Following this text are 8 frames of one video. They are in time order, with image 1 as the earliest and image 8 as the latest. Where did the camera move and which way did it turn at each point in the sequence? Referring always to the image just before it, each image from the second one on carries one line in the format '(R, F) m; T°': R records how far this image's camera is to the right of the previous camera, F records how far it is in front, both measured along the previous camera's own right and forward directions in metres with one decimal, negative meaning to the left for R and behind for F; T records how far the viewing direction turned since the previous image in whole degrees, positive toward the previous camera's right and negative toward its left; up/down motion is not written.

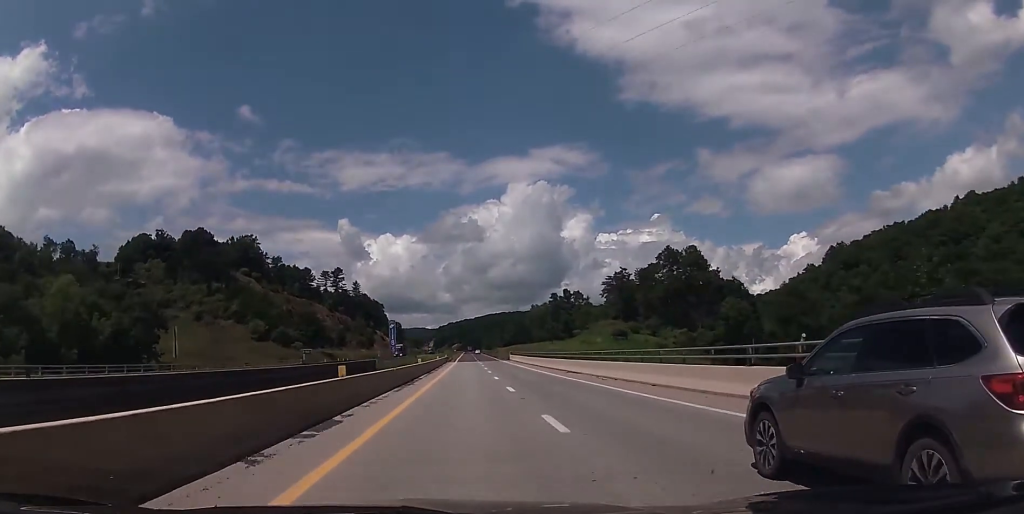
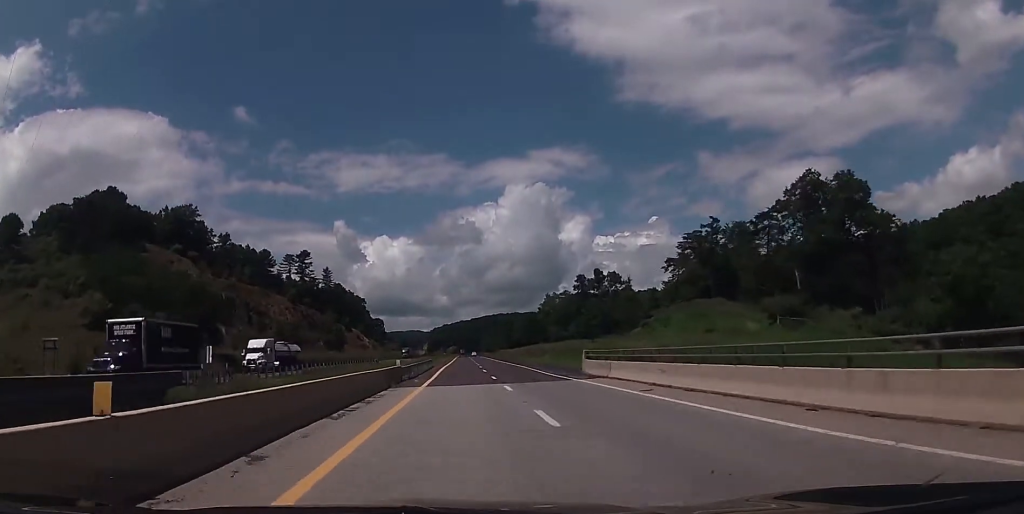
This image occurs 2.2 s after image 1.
(-0.3, +74.3) m; -1°
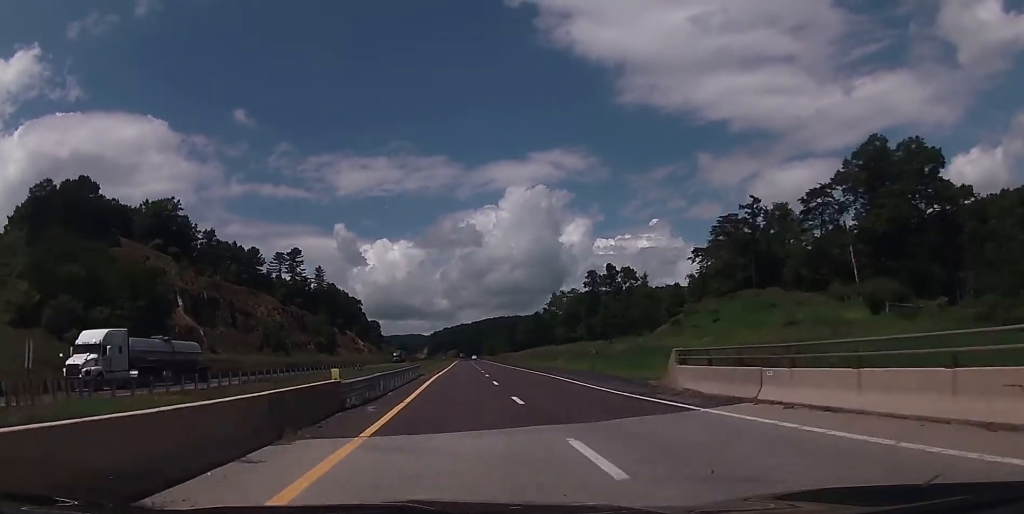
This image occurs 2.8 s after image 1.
(0.0, +17.8) m; +1°
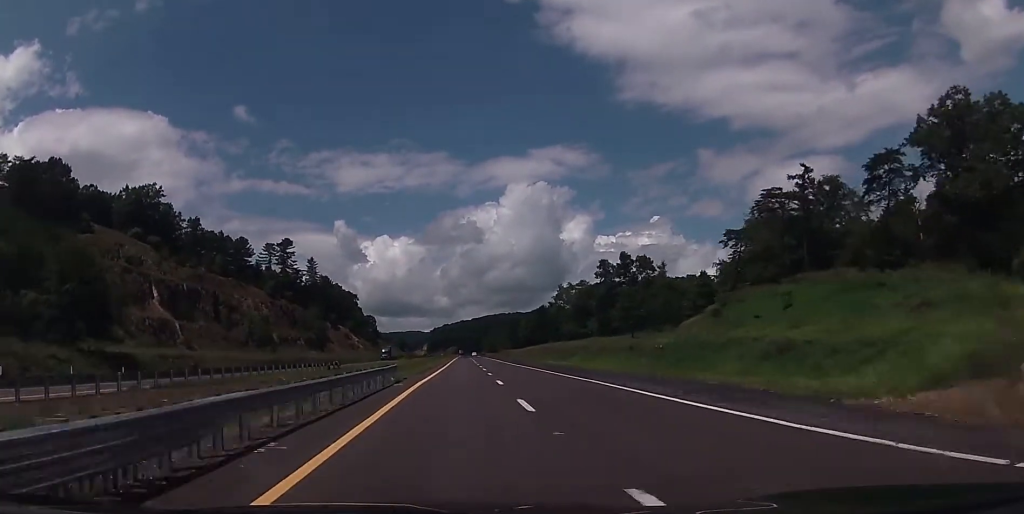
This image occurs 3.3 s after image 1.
(-0.1, +16.7) m; +1°
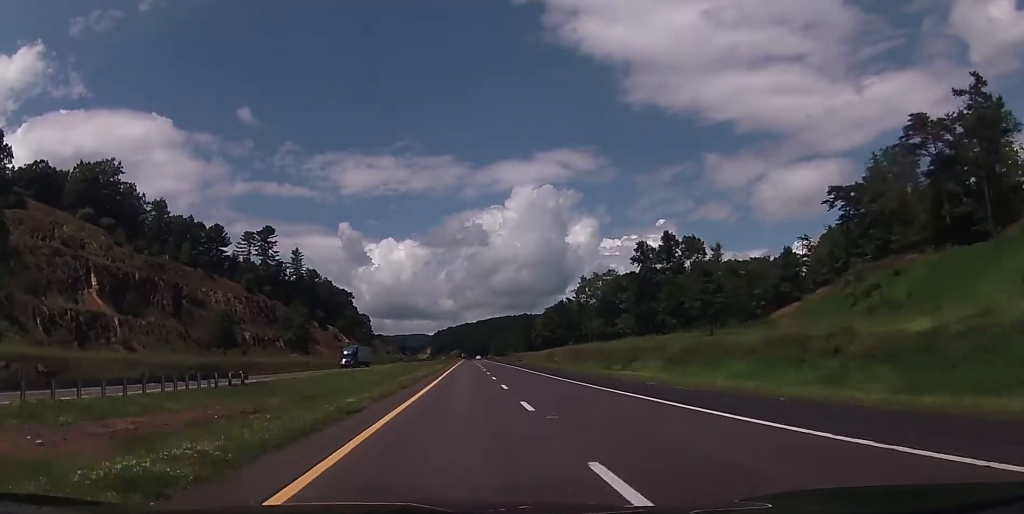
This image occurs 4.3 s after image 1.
(+0.6, +34.4) m; -1°
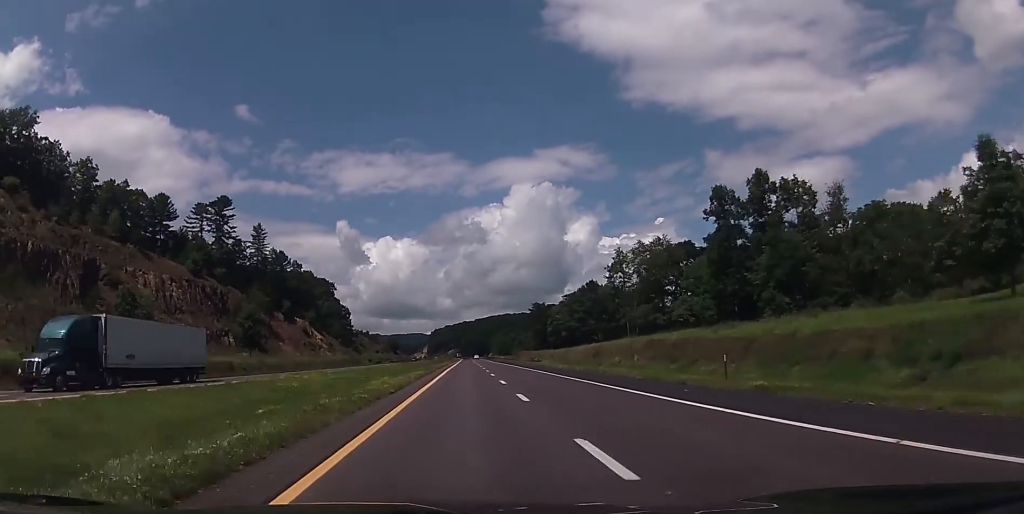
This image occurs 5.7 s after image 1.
(-0.8, +46.6) m; 0°
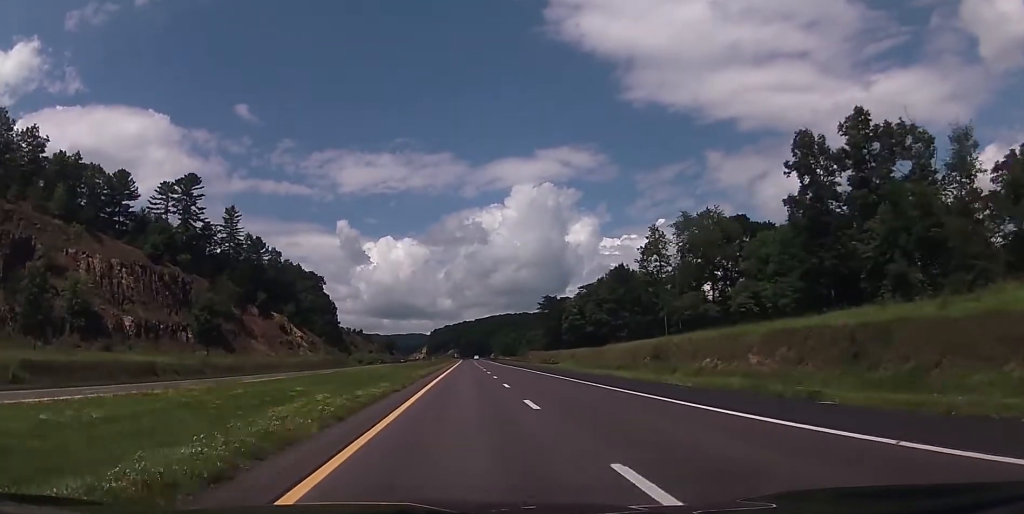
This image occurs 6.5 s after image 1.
(+0.3, +26.7) m; 0°
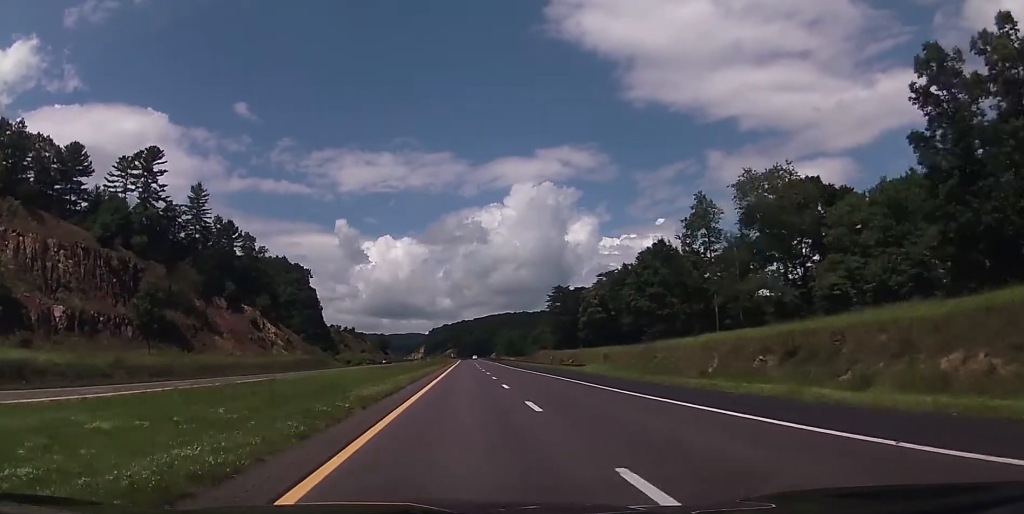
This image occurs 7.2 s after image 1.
(+0.1, +24.6) m; 0°
